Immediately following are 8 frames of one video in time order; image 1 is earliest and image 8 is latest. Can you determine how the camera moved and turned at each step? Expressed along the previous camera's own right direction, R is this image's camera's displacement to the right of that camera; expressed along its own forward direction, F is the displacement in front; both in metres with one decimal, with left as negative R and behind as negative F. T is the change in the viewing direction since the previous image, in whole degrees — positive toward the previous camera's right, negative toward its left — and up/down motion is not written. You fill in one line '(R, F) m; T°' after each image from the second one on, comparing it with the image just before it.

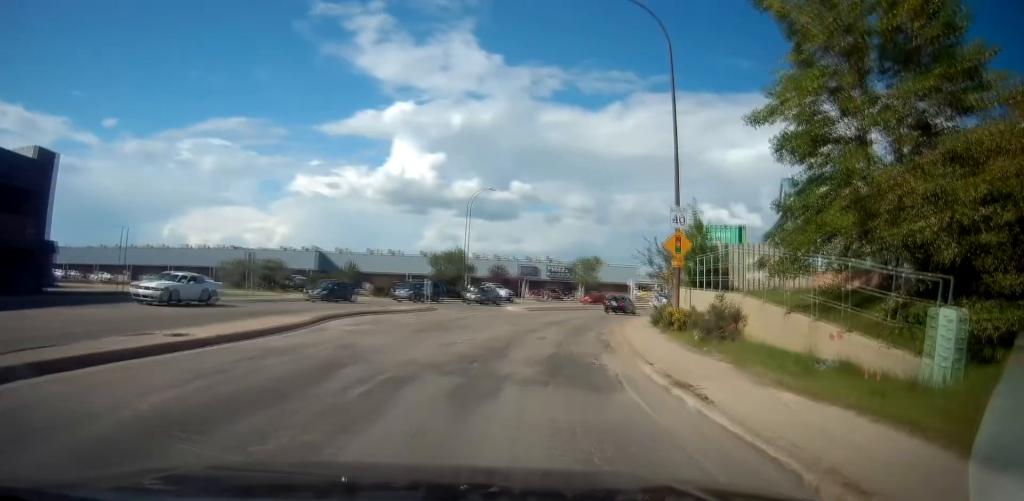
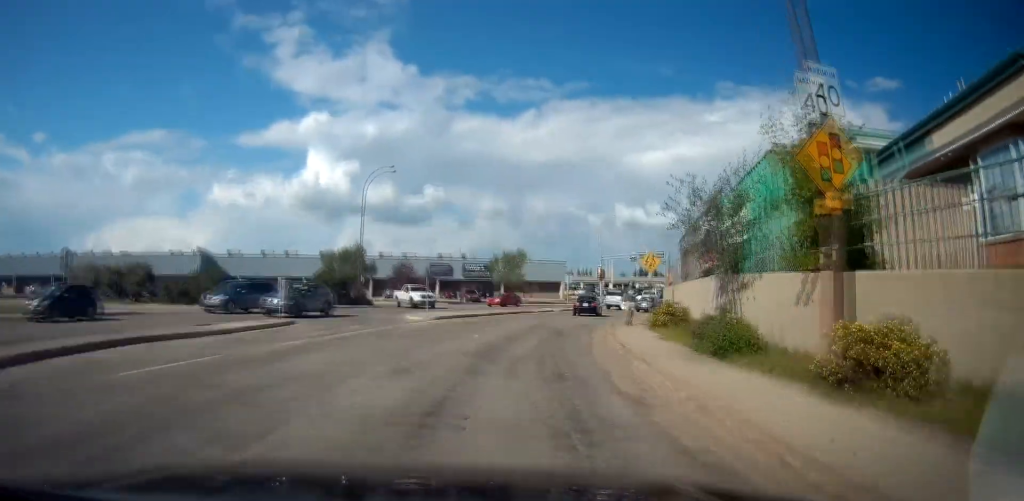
(+1.4, +12.1) m; +11°
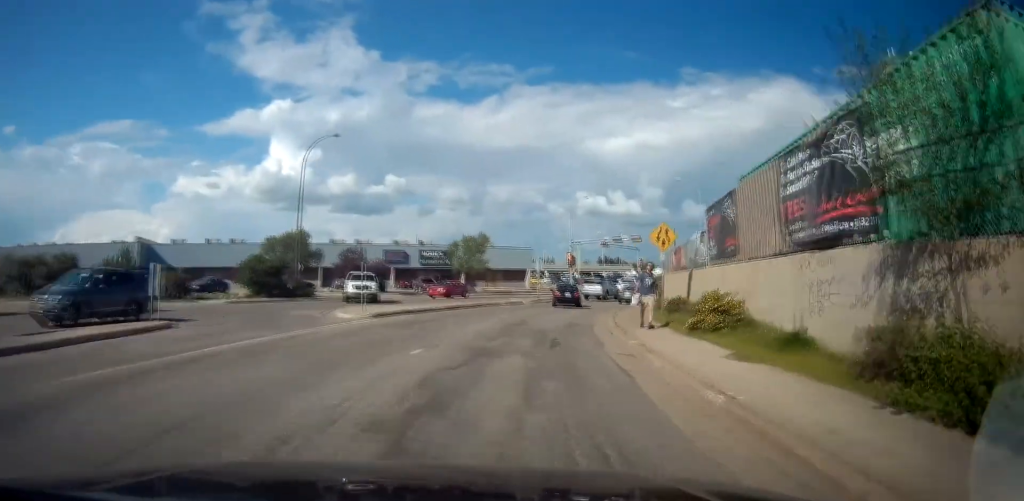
(+0.3, +6.8) m; +6°
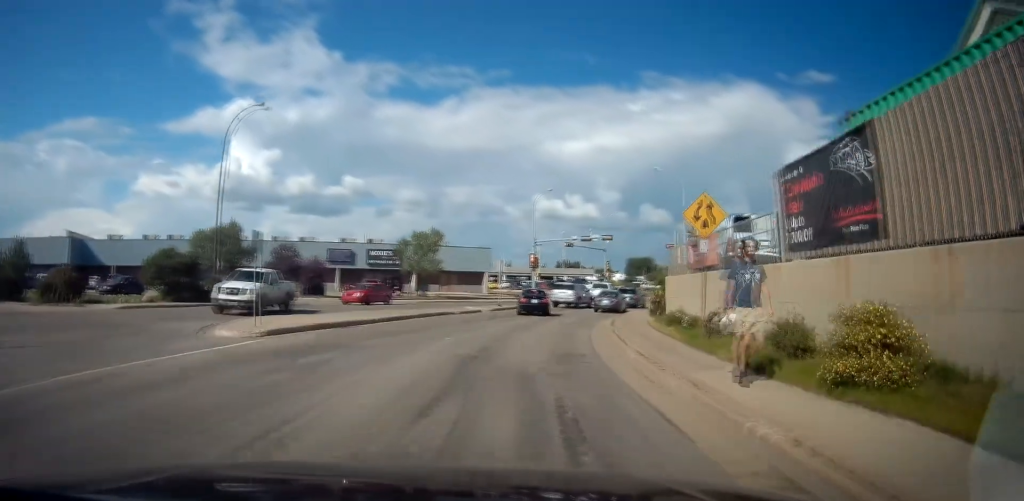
(+0.3, +6.9) m; +6°
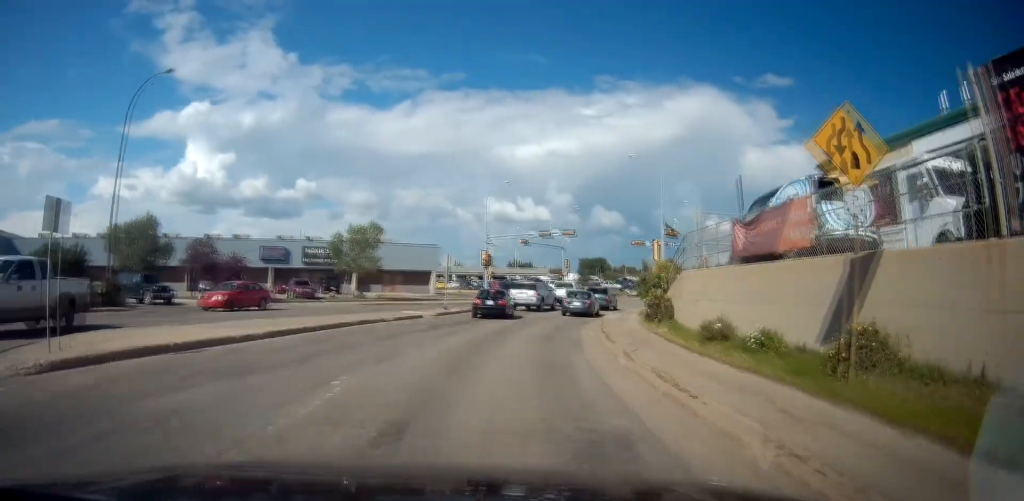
(+0.5, +6.9) m; +5°
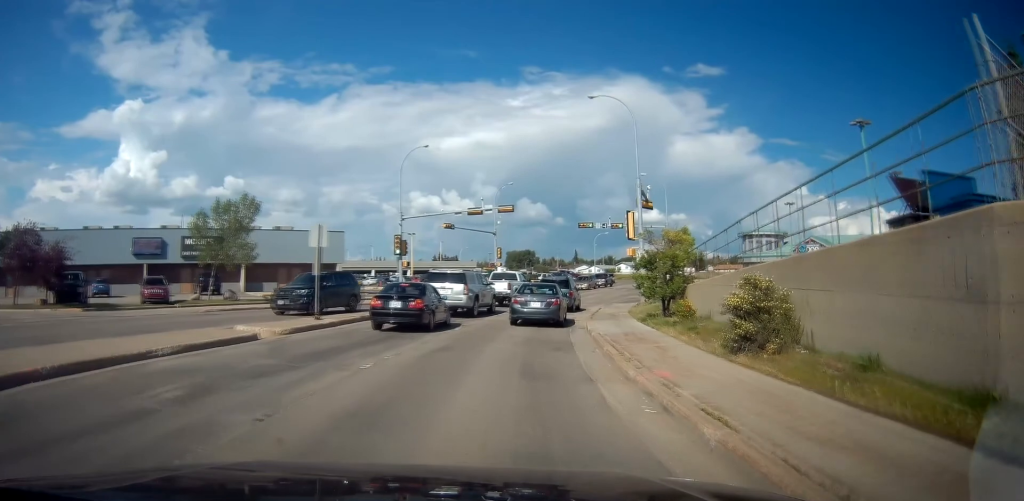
(+0.4, +12.3) m; +5°
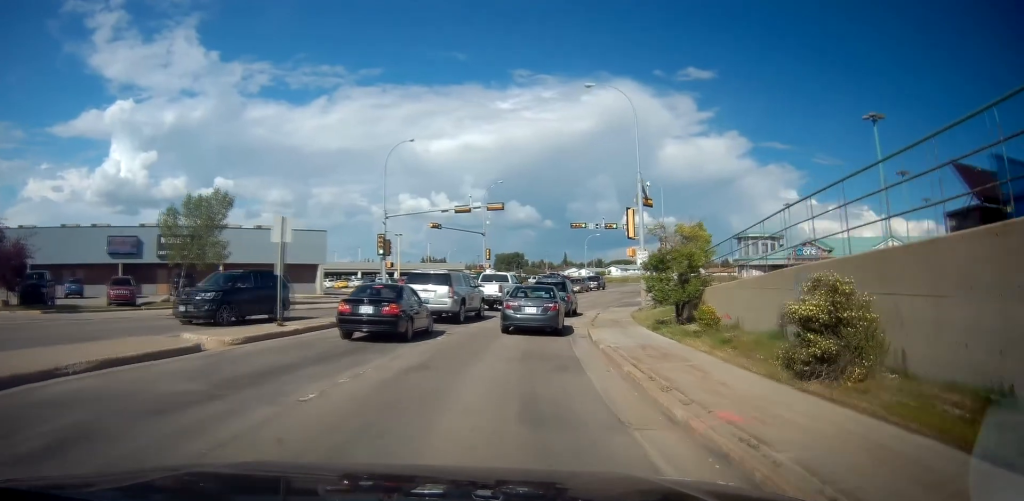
(+0.1, +2.4) m; +2°
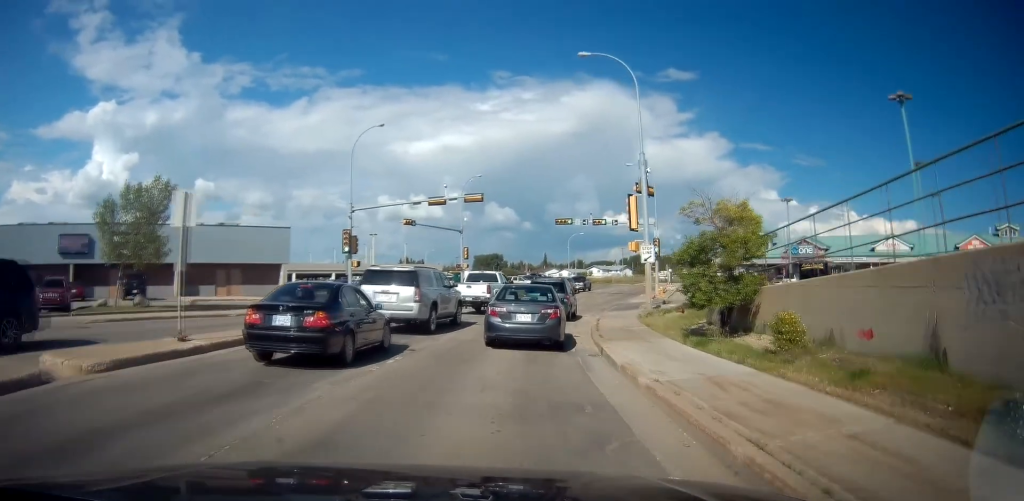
(+0.2, +4.5) m; +4°
